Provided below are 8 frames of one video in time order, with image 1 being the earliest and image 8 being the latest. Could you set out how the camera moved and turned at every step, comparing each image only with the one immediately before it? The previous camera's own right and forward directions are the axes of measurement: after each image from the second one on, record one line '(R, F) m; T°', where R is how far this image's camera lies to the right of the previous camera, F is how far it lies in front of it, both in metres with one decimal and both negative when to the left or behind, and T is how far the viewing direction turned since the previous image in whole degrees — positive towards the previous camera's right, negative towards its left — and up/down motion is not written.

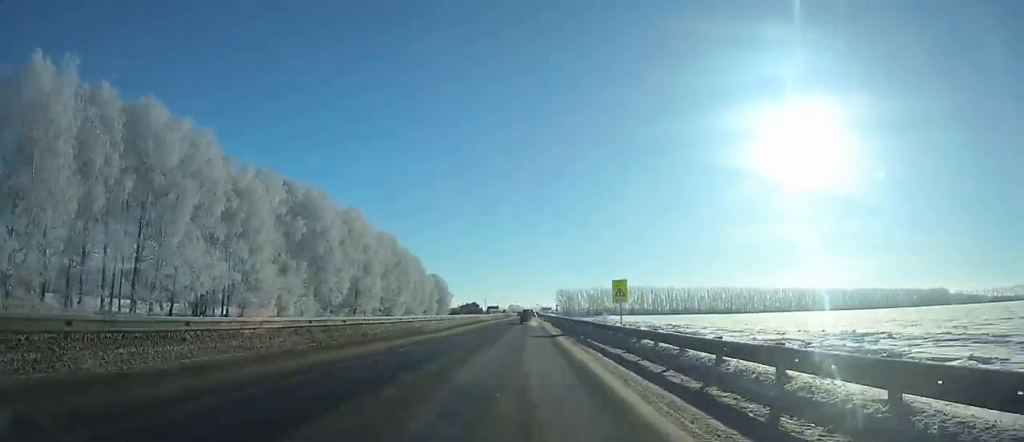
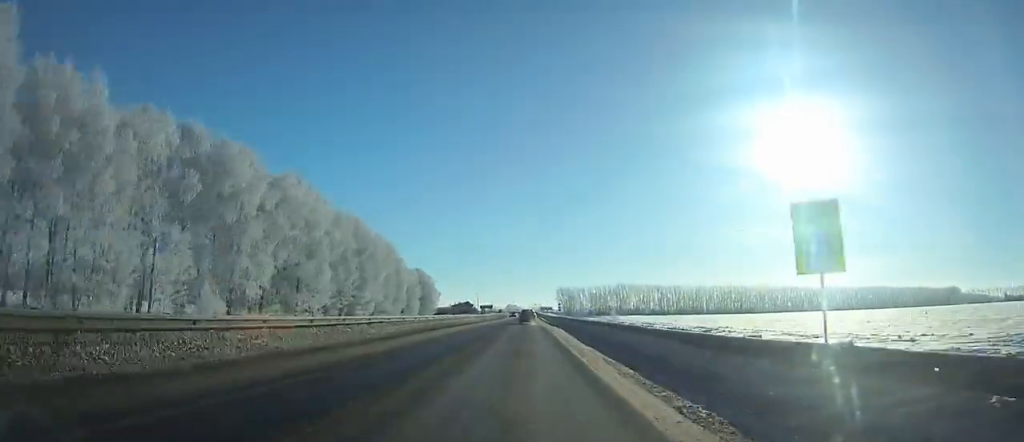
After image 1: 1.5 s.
(0.0, +30.4) m; 0°
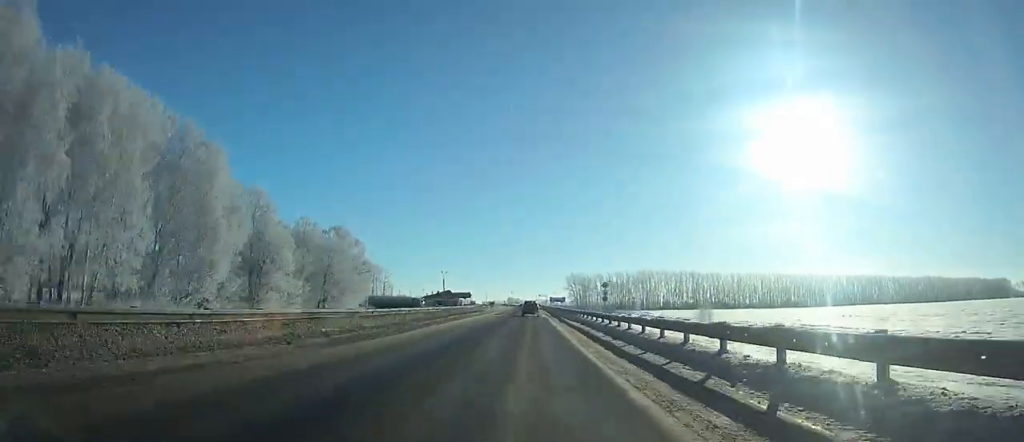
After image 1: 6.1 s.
(-0.1, +92.8) m; 0°
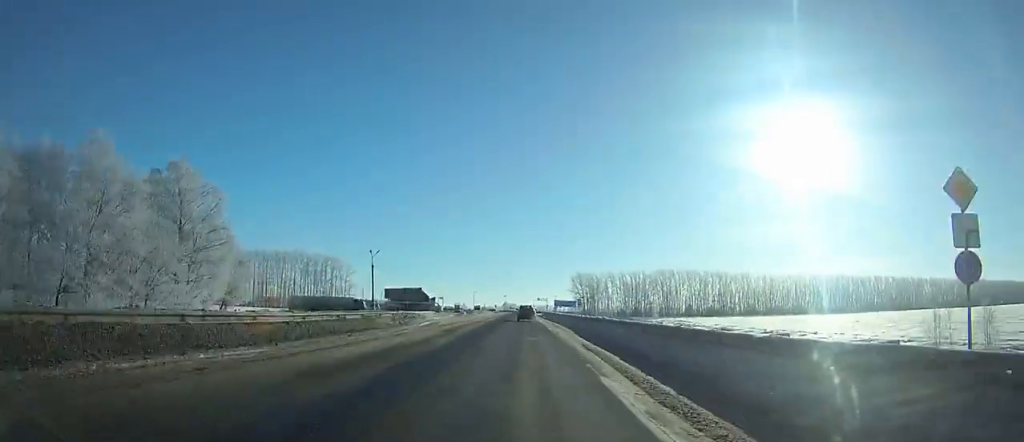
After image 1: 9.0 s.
(0.0, +60.2) m; 0°
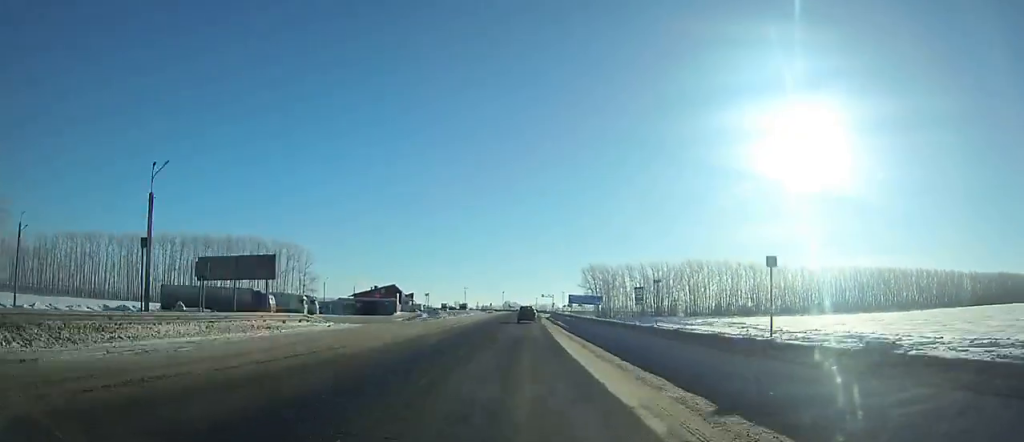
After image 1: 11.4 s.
(+0.3, +48.1) m; 0°
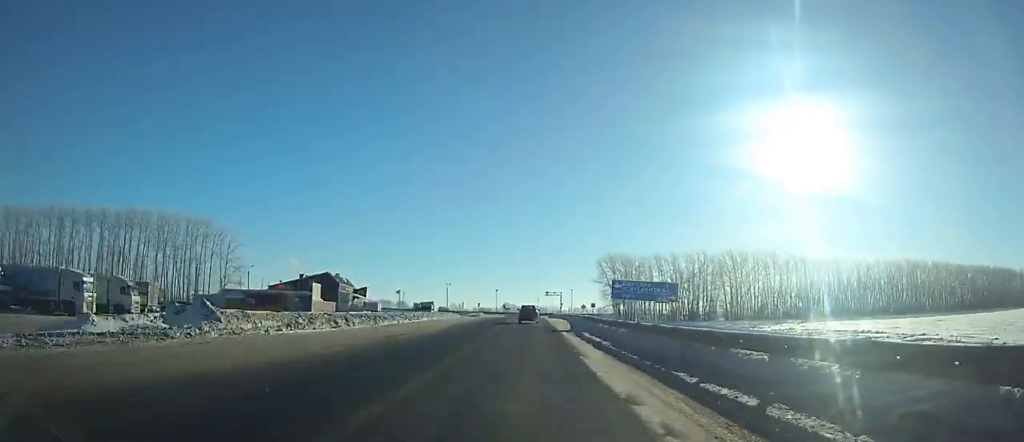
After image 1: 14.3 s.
(0.0, +54.2) m; 0°
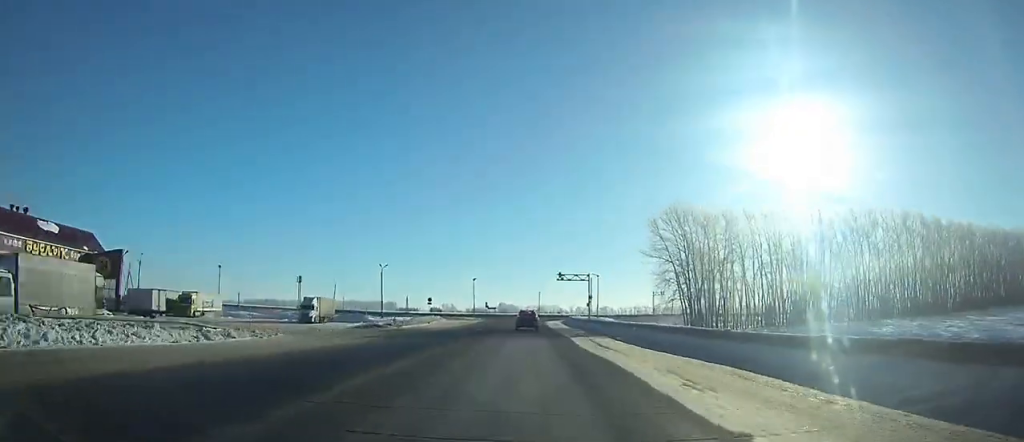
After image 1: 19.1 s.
(+0.5, +77.0) m; +2°
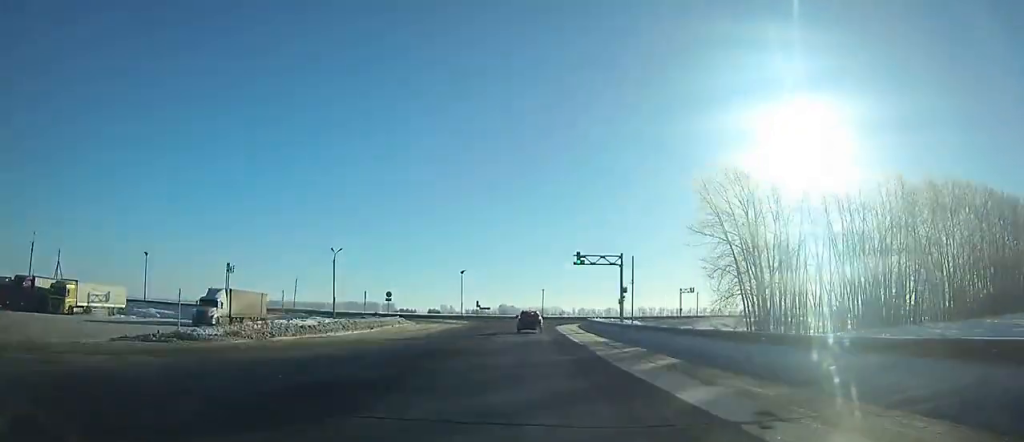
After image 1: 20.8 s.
(-0.4, +23.4) m; +3°
